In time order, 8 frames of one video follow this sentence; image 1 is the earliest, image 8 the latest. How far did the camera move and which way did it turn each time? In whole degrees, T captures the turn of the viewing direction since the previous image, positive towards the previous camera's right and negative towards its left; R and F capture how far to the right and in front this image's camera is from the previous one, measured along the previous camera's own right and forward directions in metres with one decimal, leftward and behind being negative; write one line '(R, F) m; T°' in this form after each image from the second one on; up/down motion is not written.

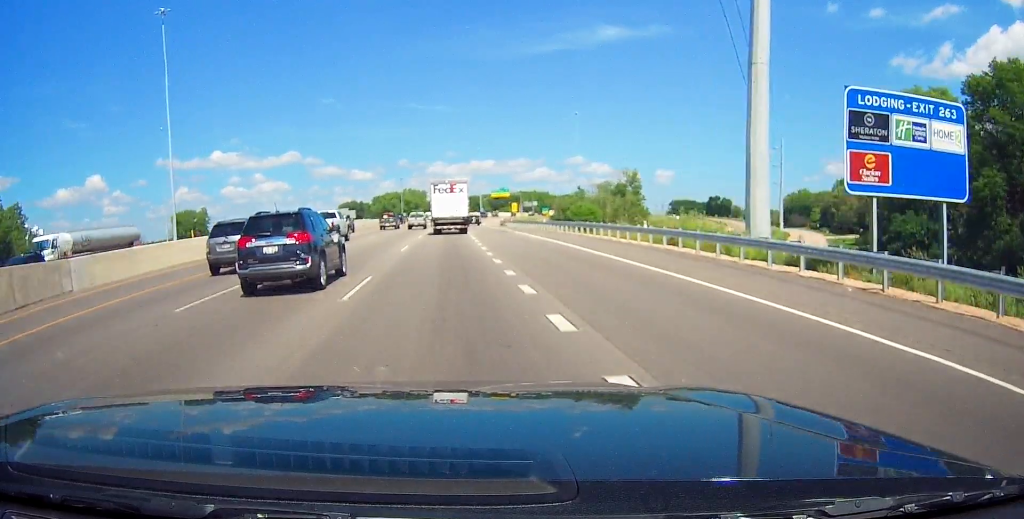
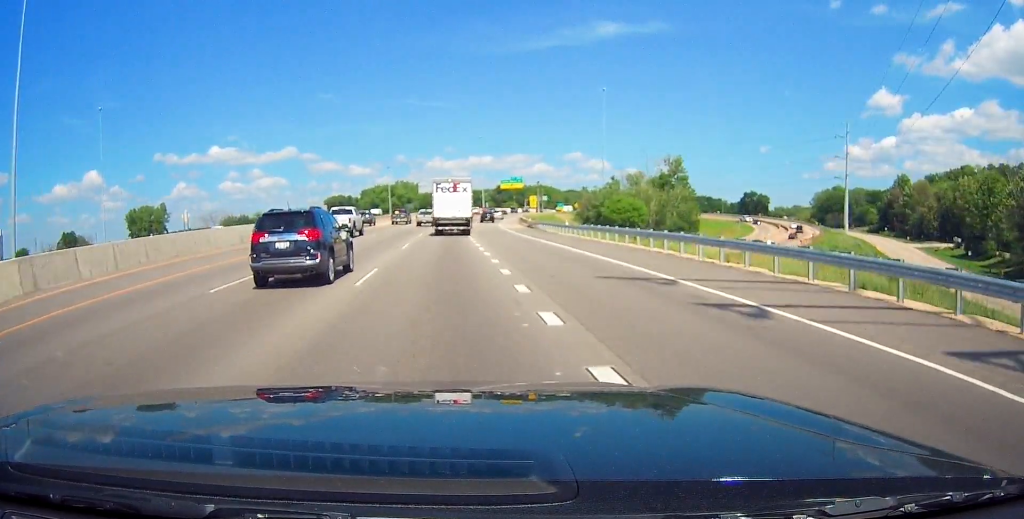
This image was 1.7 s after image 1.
(+0.4, +42.5) m; +1°
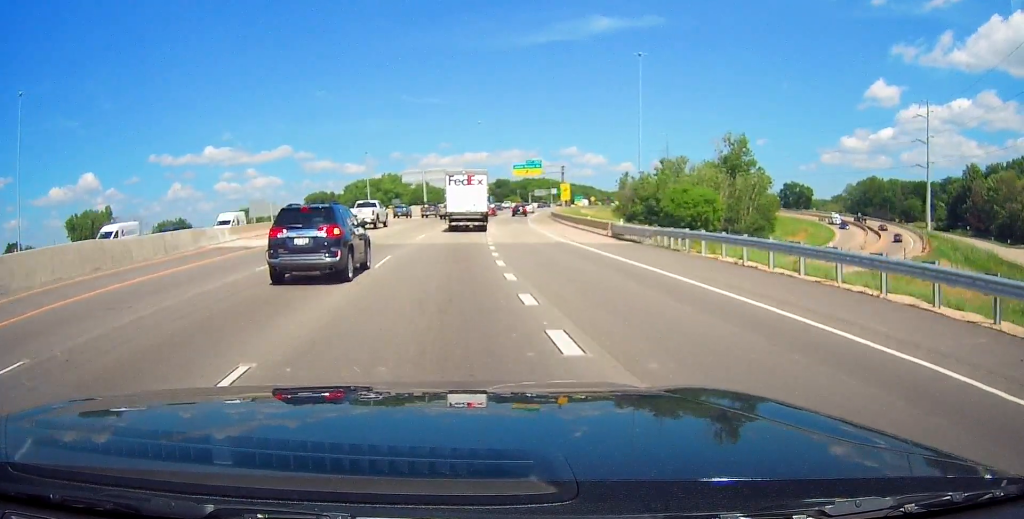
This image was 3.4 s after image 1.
(-0.7, +41.2) m; 0°
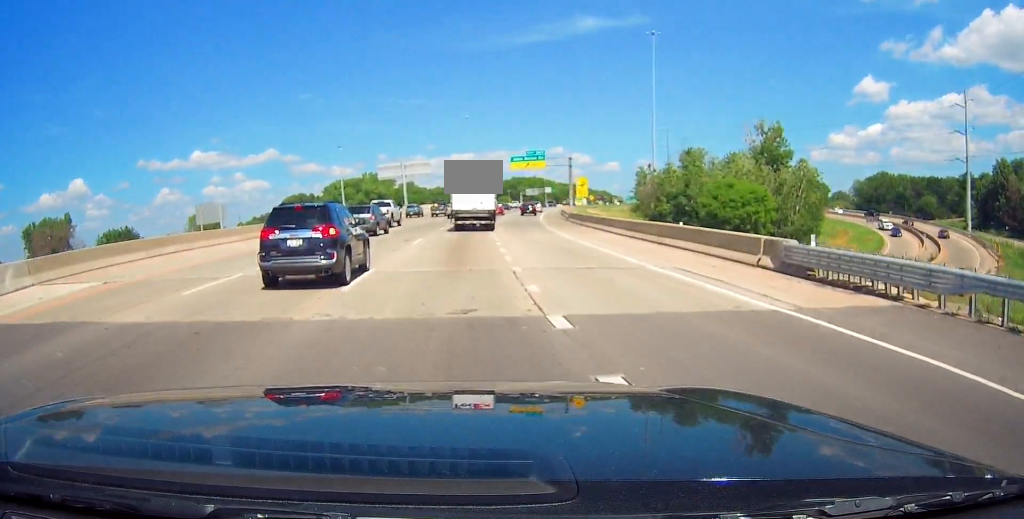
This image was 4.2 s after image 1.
(+0.2, +20.0) m; +2°
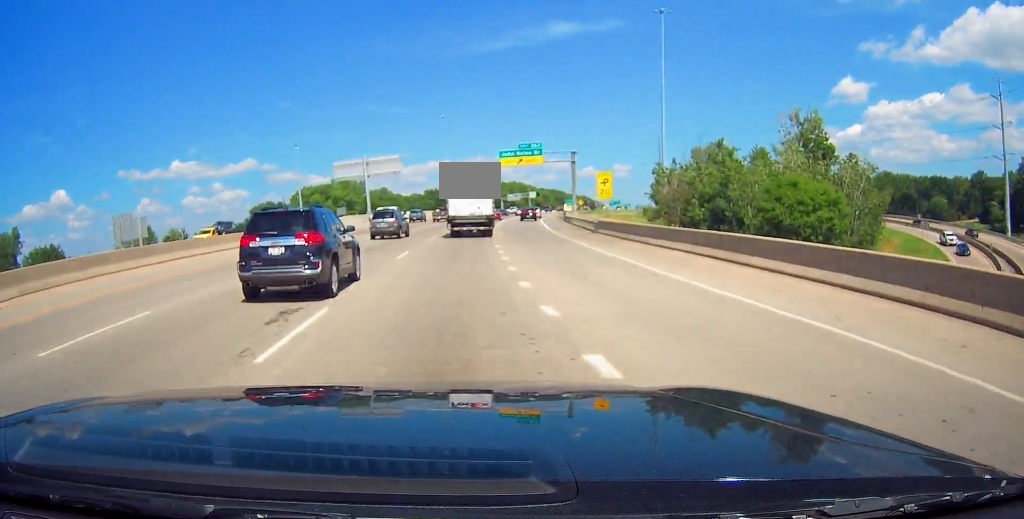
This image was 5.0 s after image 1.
(+0.4, +20.0) m; +2°
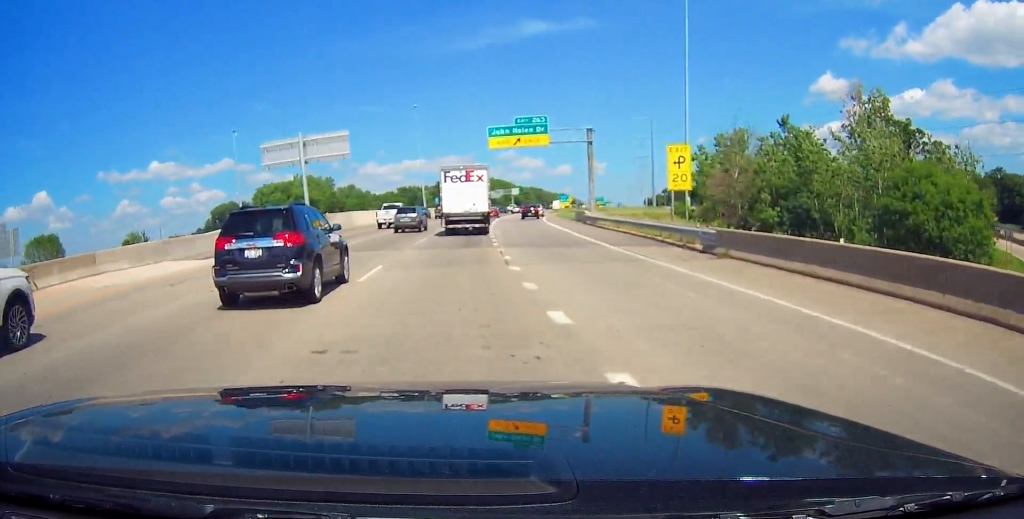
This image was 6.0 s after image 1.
(+0.2, +22.2) m; +2°
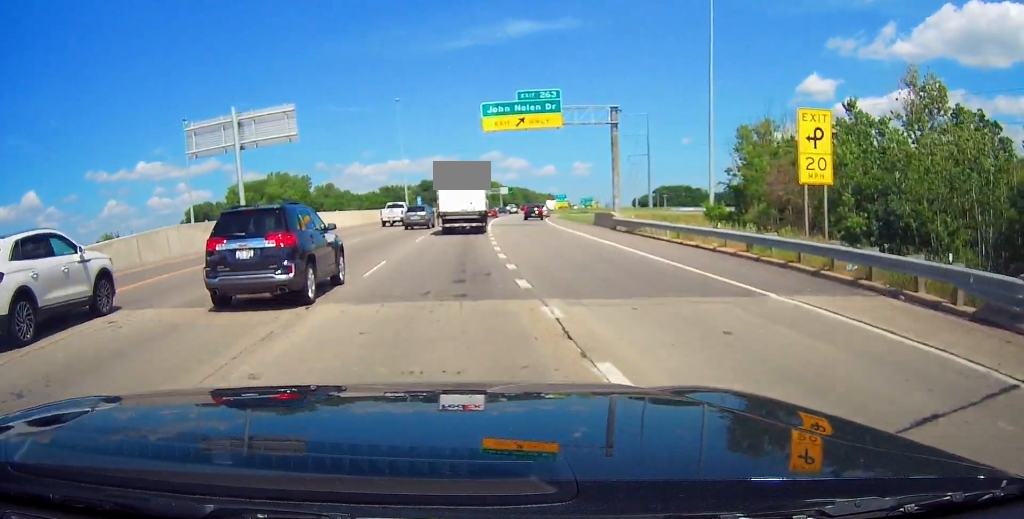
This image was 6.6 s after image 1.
(+0.4, +13.9) m; +1°
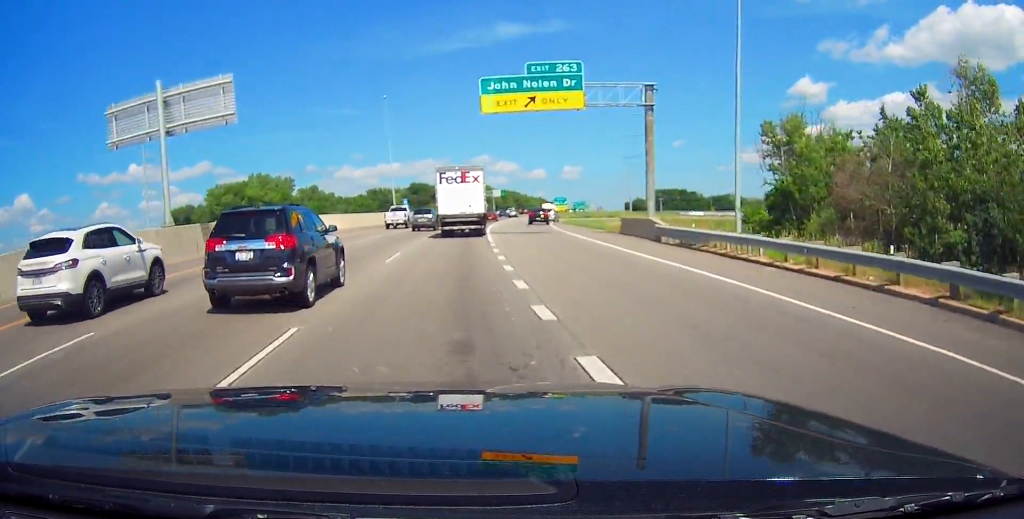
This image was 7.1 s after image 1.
(+0.1, +10.3) m; +1°
